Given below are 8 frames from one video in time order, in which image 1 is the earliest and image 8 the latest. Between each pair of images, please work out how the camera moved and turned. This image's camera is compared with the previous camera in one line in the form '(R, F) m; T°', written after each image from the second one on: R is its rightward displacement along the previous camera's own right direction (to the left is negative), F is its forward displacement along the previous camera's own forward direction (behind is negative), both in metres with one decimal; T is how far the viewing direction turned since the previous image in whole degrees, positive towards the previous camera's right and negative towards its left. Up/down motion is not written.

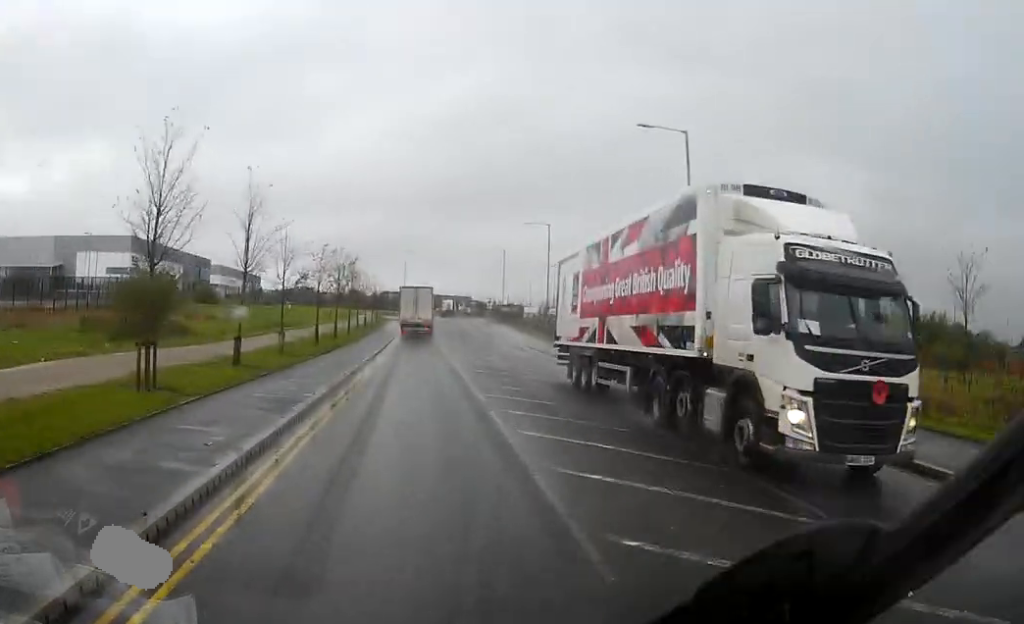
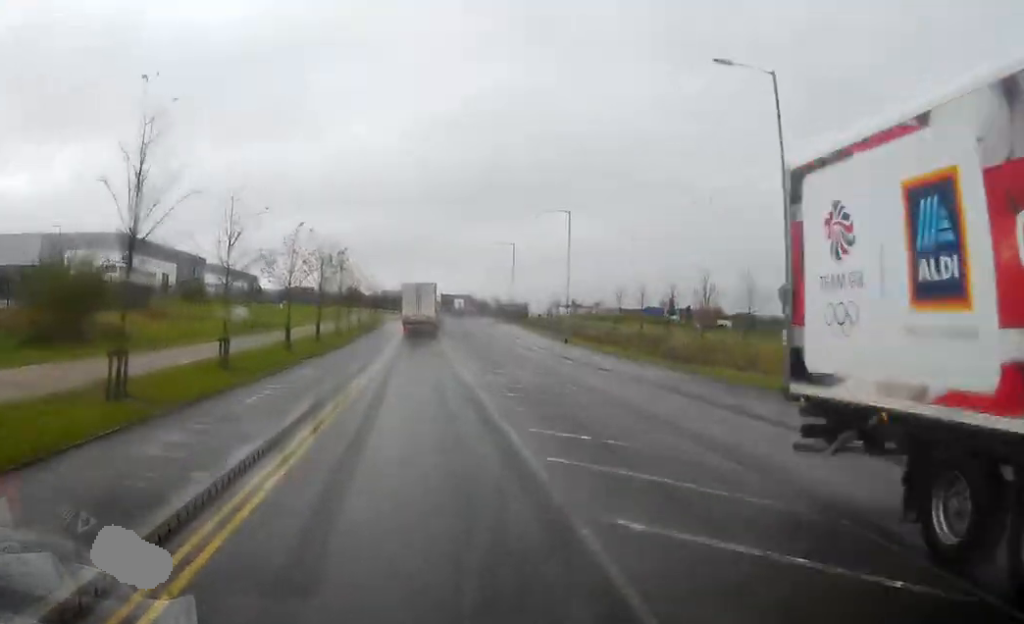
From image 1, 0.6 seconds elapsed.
(0.0, +8.8) m; 0°
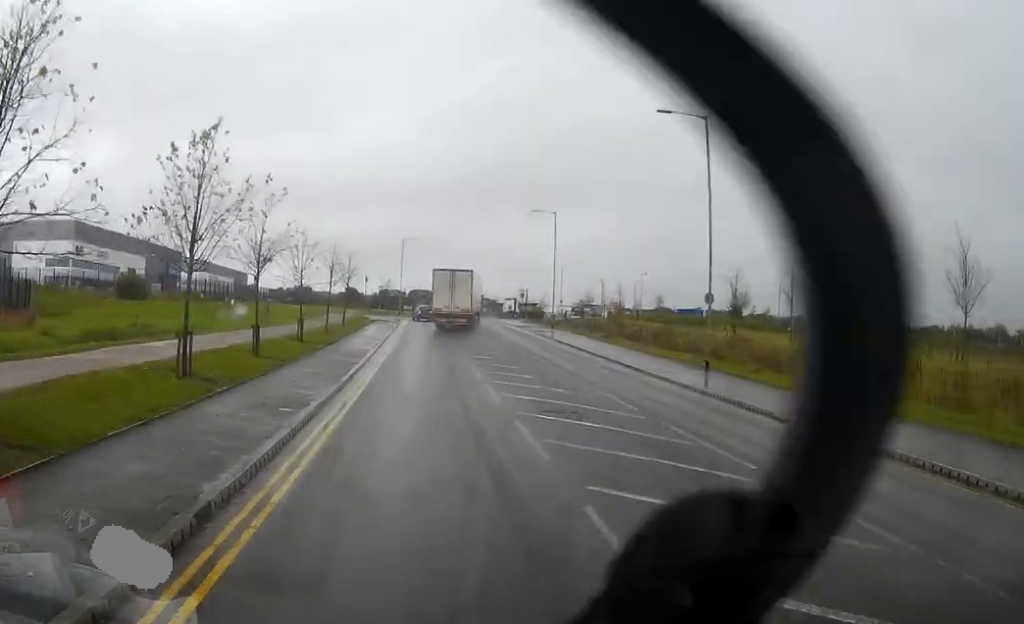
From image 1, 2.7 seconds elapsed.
(+0.1, +29.6) m; +1°
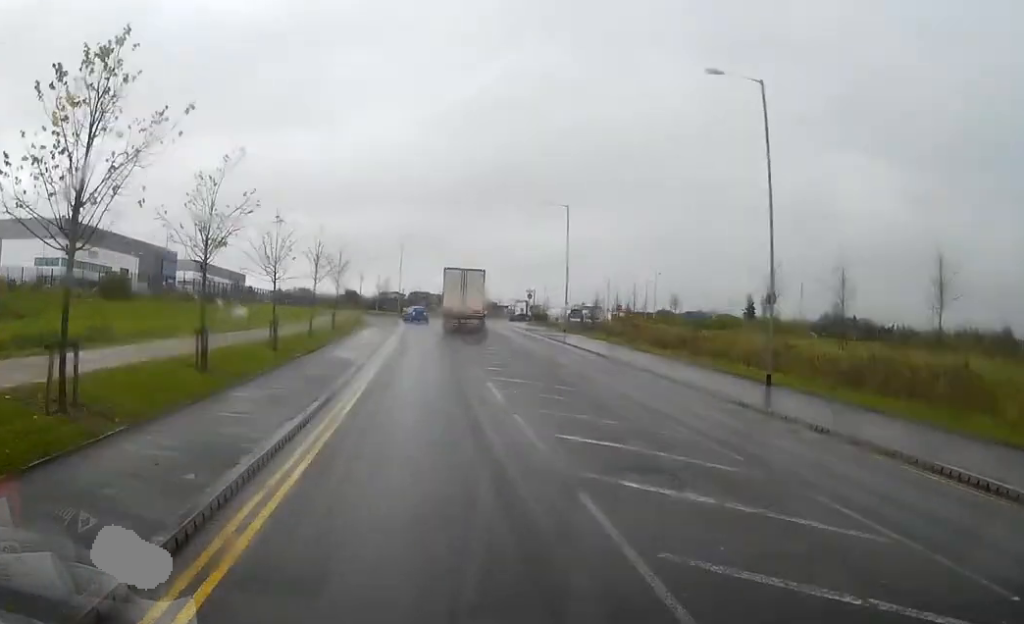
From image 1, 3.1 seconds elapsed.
(0.0, +5.6) m; 0°
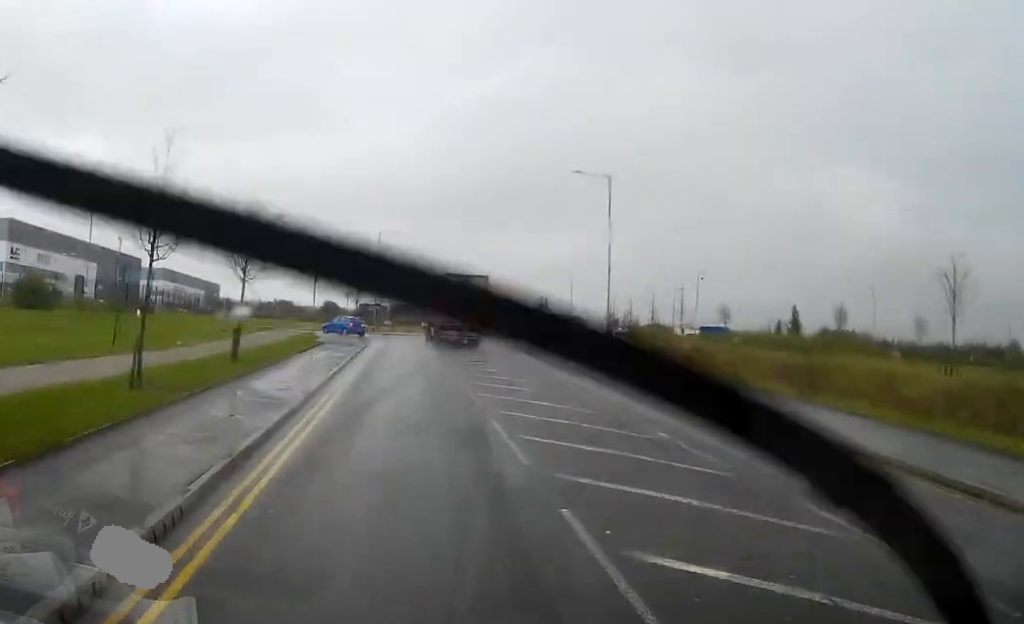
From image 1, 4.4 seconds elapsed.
(0.0, +17.7) m; 0°
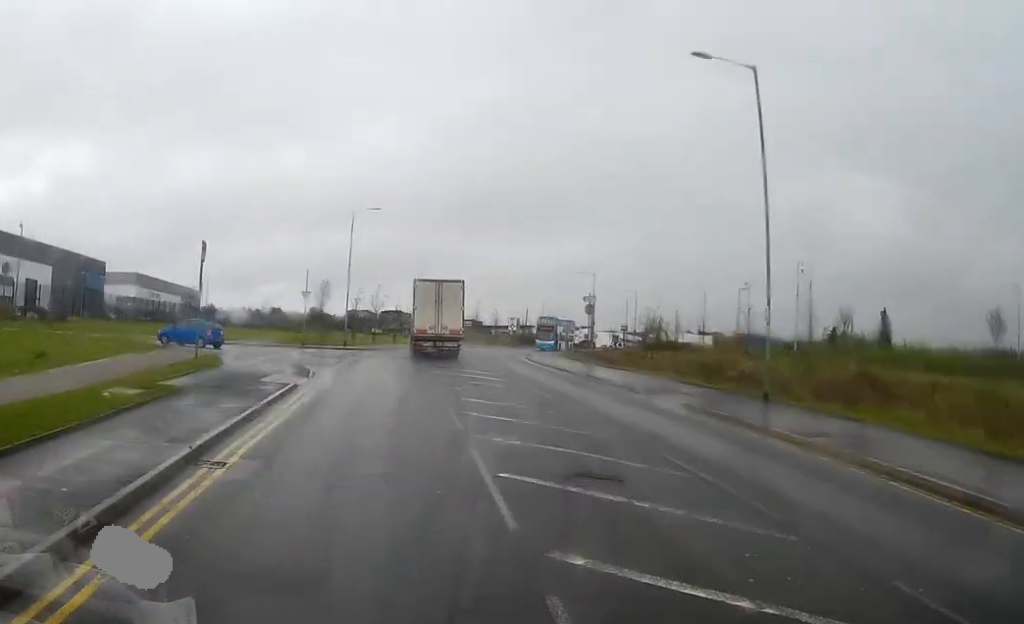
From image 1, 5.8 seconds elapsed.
(+0.1, +20.4) m; +1°
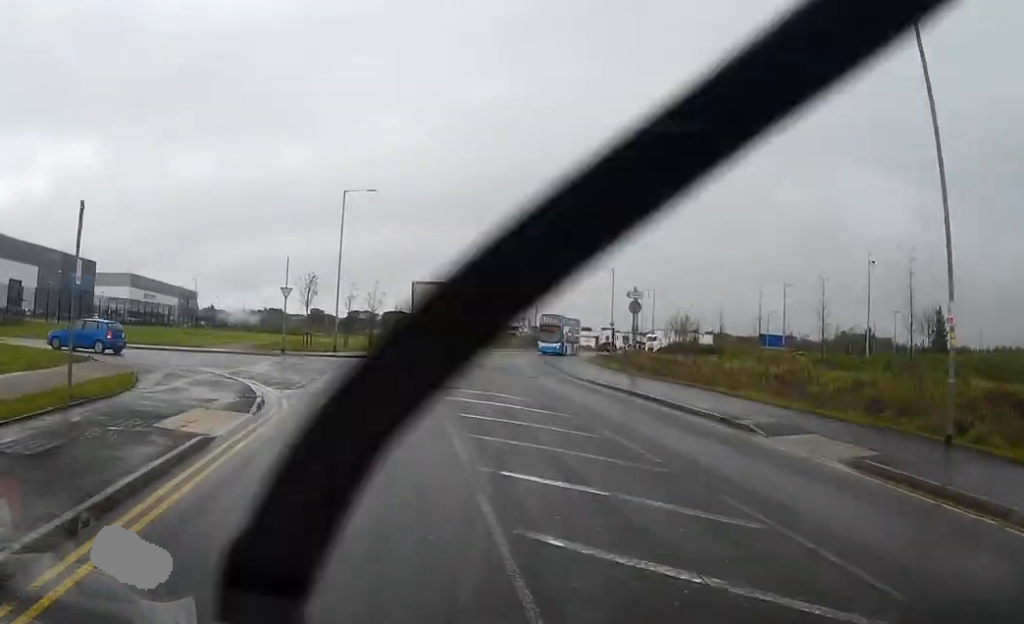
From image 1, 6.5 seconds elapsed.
(+0.1, +9.0) m; 0°
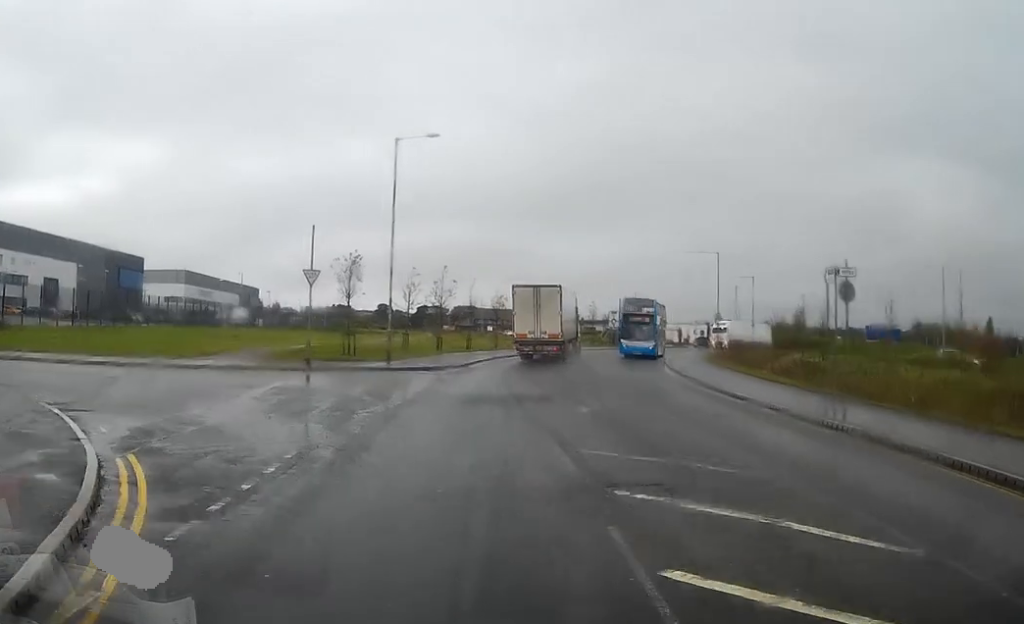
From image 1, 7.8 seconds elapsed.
(-0.1, +15.5) m; -3°
